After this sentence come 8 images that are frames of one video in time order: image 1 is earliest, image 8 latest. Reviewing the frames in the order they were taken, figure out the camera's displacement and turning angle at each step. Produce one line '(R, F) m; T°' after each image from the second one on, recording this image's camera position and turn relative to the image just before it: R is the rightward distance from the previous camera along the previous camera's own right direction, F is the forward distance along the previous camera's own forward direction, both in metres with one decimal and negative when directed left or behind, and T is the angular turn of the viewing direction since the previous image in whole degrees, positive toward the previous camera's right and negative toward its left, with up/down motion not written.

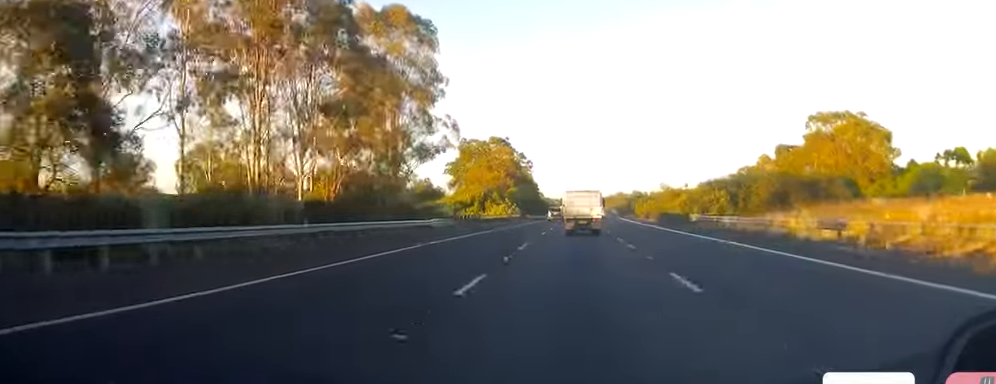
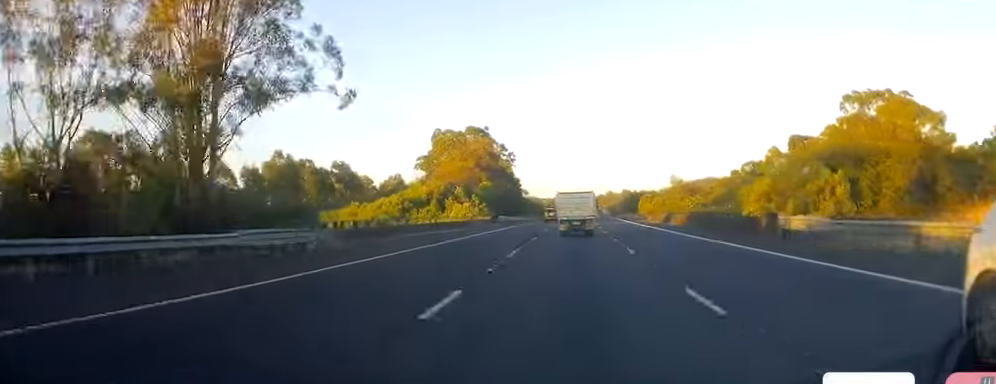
(+0.4, +26.2) m; +1°
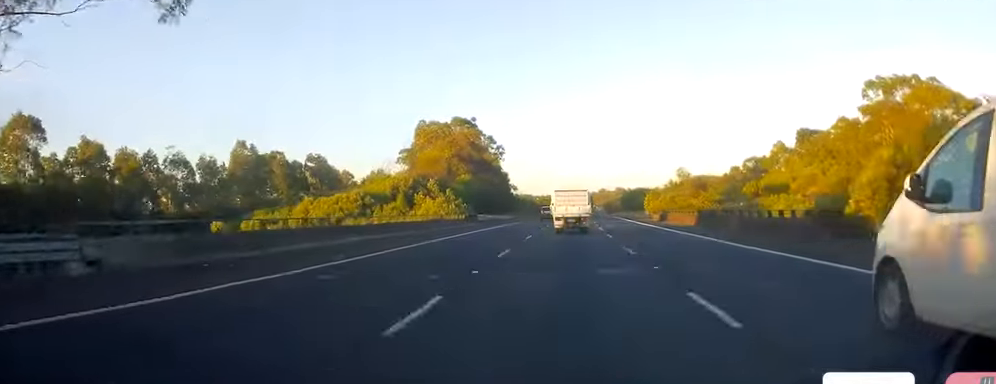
(0.0, +13.1) m; 0°
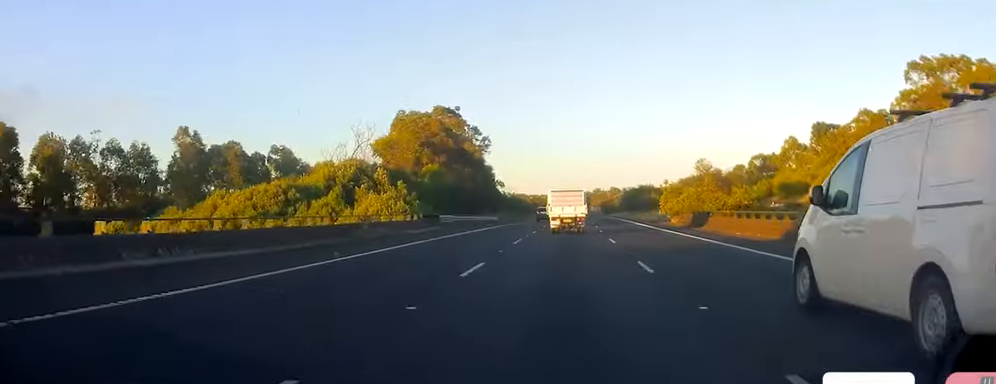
(+0.1, +17.6) m; 0°
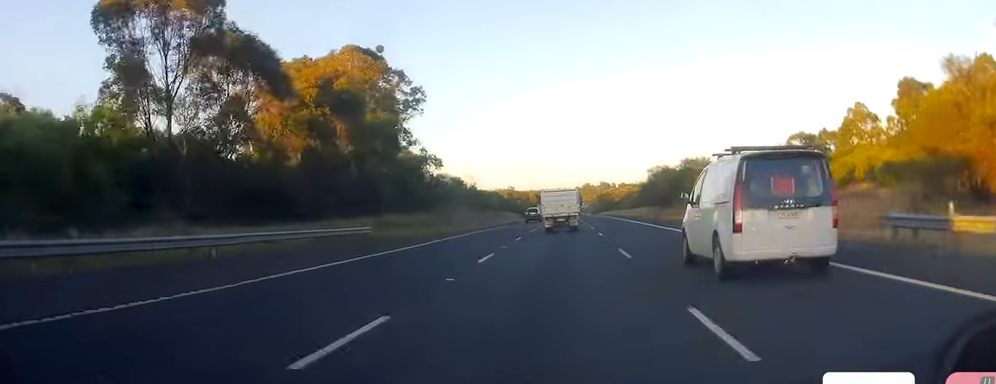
(+0.7, +56.7) m; +2°
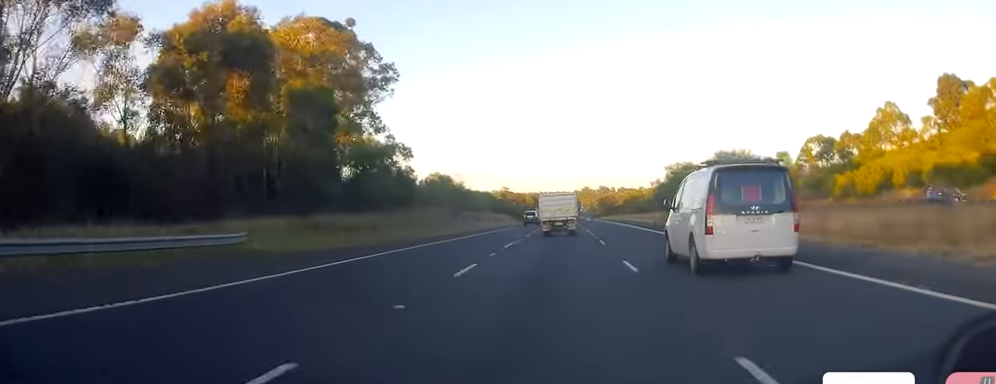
(+0.2, +15.1) m; 0°
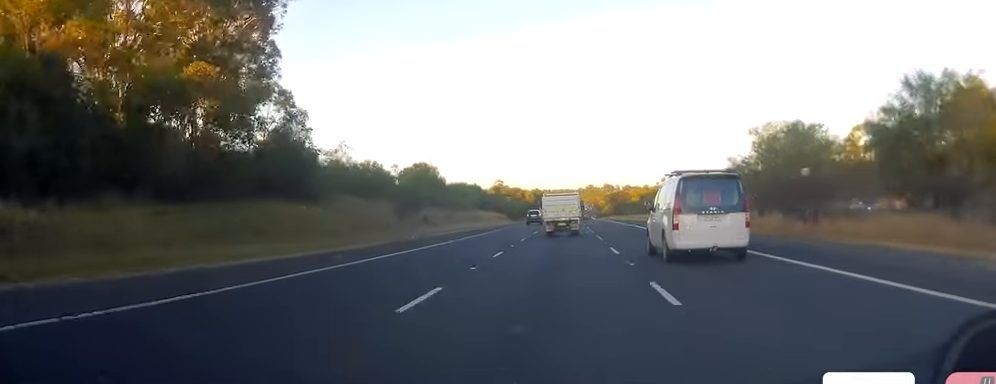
(-0.4, +29.2) m; -1°
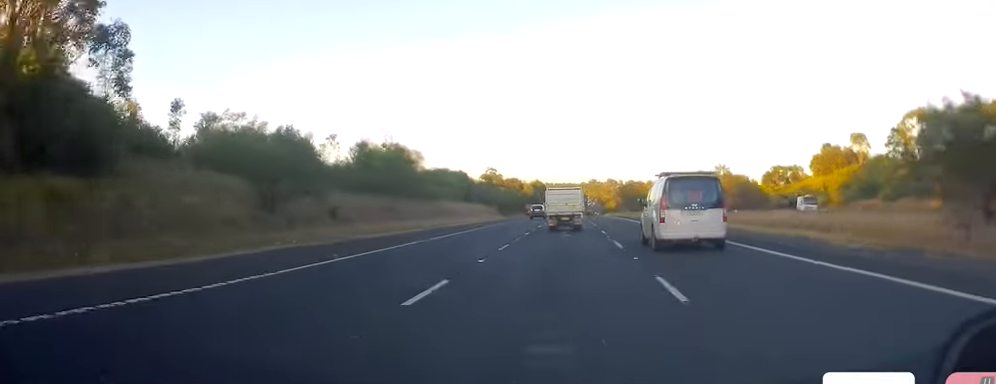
(-0.2, +23.9) m; 0°
